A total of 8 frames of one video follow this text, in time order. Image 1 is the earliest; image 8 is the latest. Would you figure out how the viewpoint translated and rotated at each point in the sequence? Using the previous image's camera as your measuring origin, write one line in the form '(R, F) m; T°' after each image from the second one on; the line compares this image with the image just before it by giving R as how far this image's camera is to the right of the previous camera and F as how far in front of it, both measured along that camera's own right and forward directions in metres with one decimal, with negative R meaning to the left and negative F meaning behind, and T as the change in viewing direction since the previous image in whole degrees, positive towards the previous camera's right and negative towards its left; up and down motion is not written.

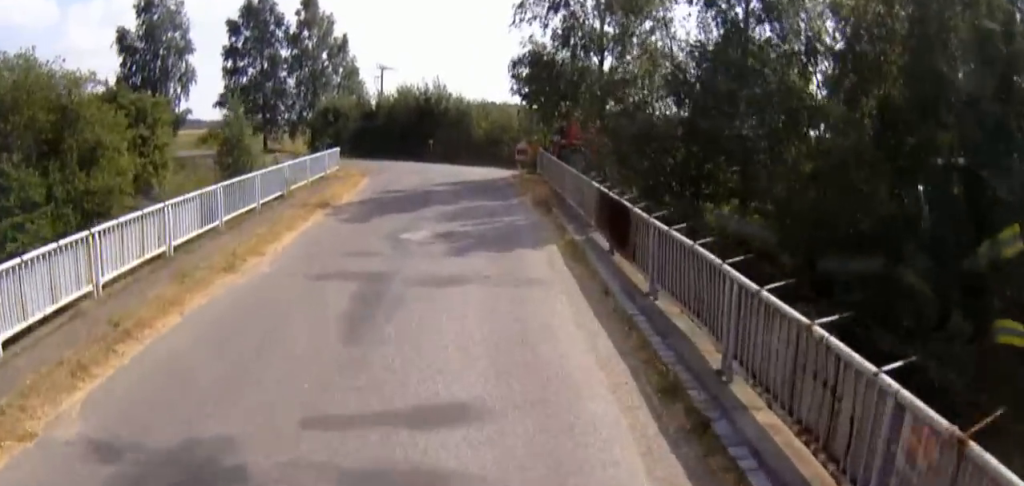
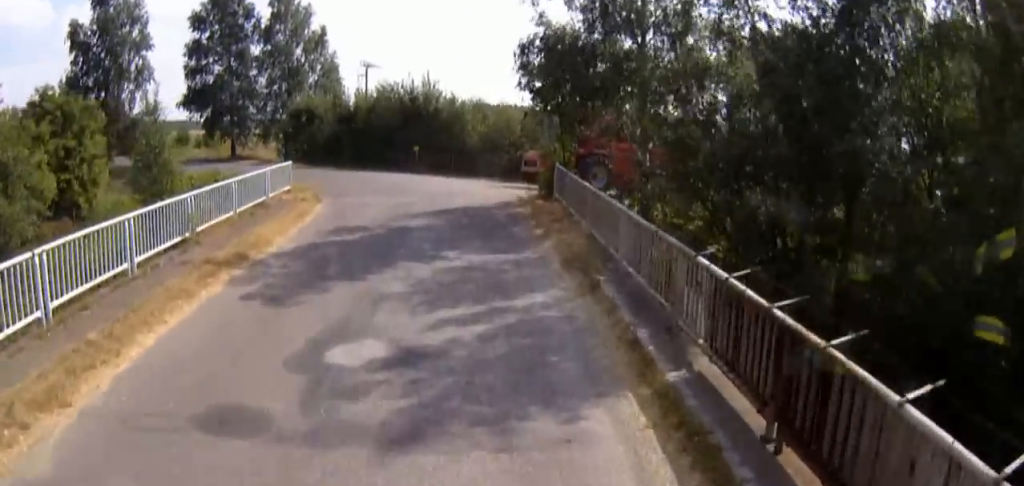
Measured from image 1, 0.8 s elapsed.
(-0.2, +7.1) m; -1°
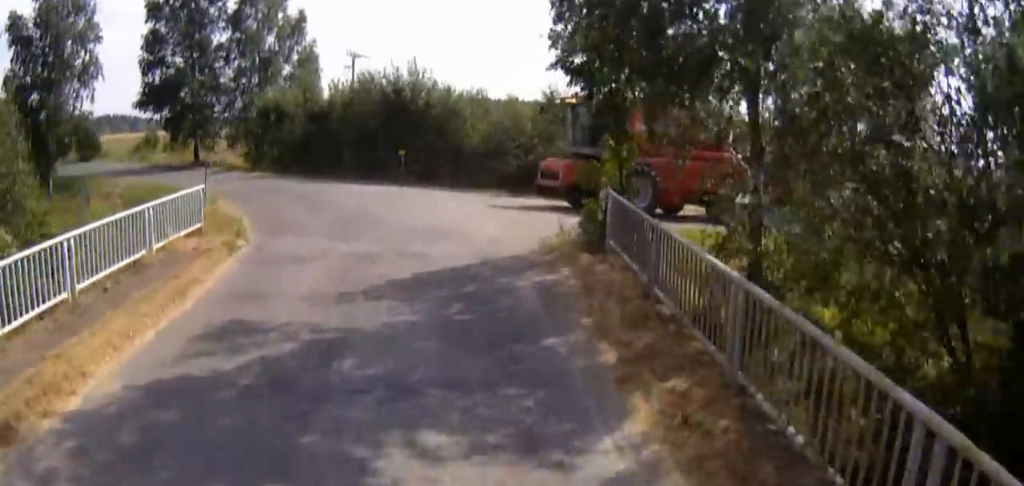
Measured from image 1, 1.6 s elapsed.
(-0.1, +7.7) m; -3°
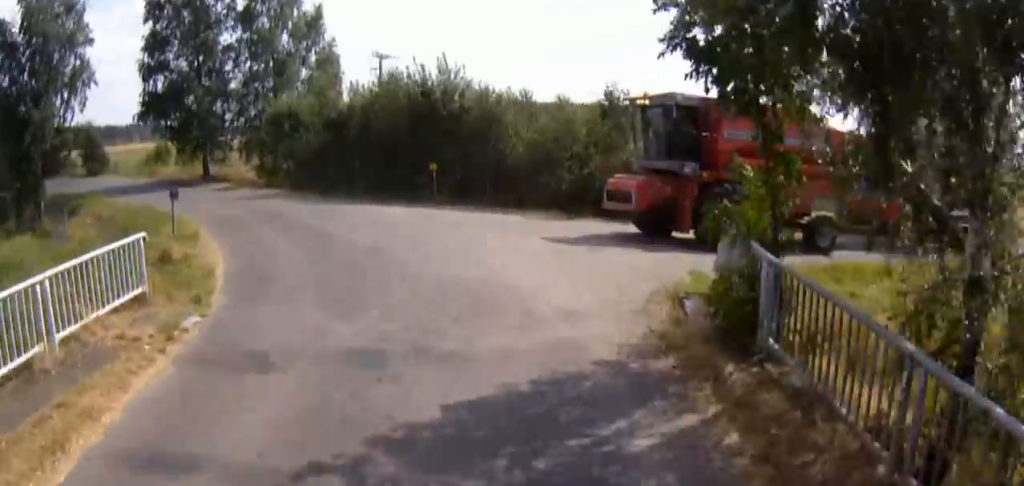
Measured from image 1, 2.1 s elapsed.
(0.0, +5.0) m; -2°
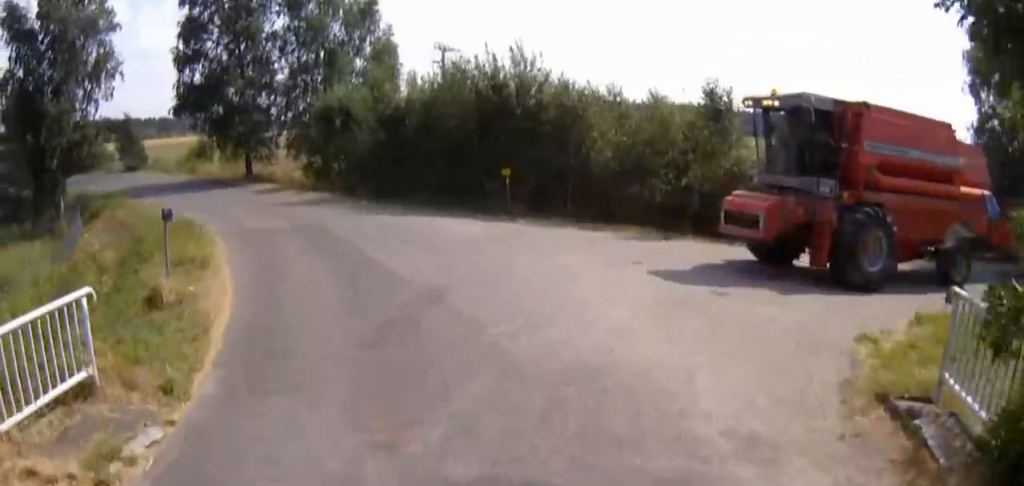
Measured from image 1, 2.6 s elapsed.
(-0.2, +4.1) m; -1°
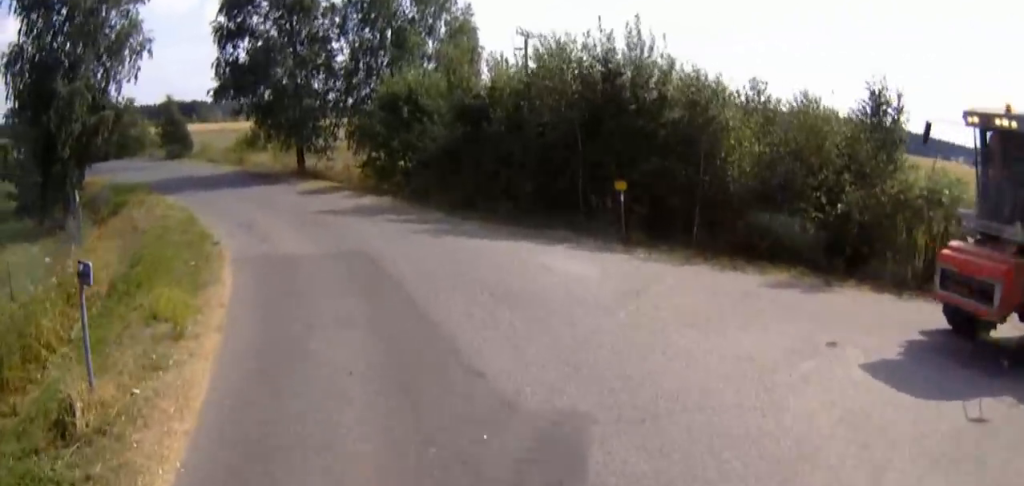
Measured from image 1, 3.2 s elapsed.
(-0.1, +5.6) m; -2°
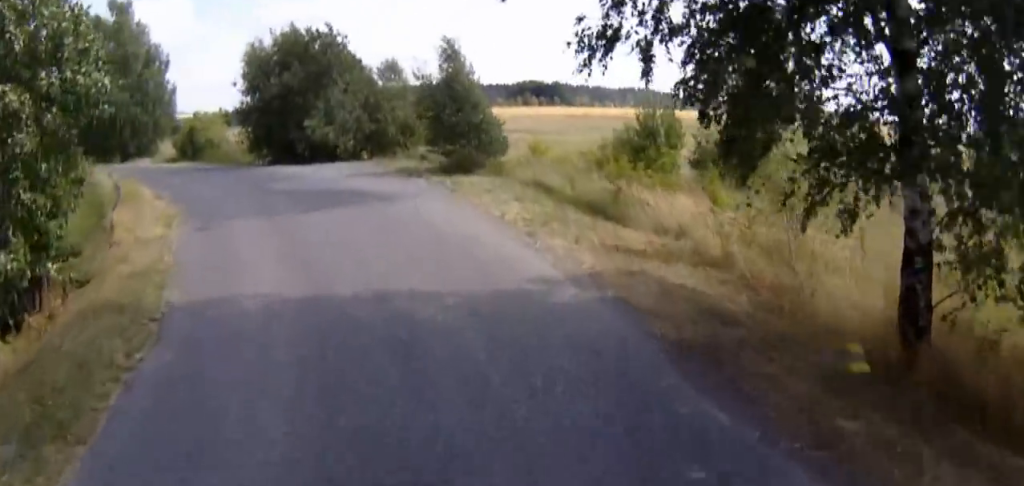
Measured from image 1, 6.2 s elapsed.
(-5.7, +26.8) m; -28°
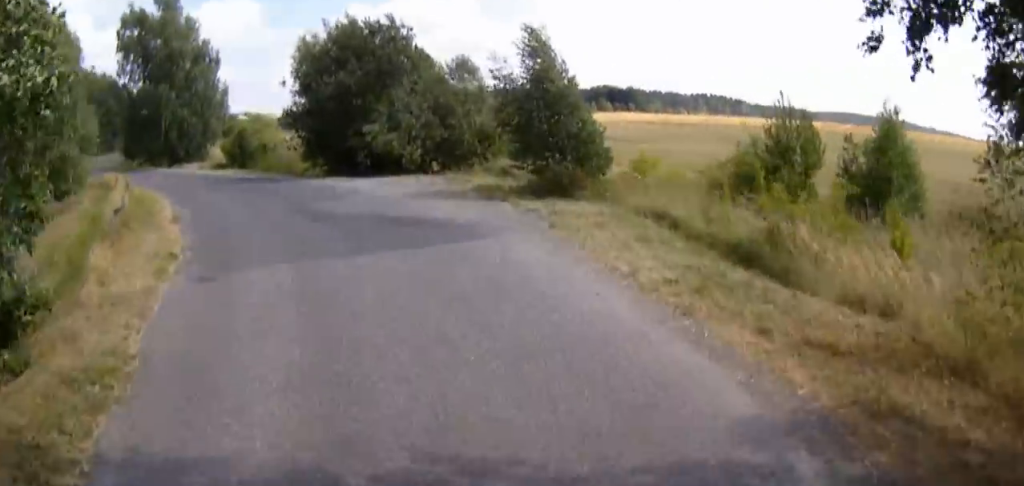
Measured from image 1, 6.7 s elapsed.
(-0.3, +4.3) m; -4°
